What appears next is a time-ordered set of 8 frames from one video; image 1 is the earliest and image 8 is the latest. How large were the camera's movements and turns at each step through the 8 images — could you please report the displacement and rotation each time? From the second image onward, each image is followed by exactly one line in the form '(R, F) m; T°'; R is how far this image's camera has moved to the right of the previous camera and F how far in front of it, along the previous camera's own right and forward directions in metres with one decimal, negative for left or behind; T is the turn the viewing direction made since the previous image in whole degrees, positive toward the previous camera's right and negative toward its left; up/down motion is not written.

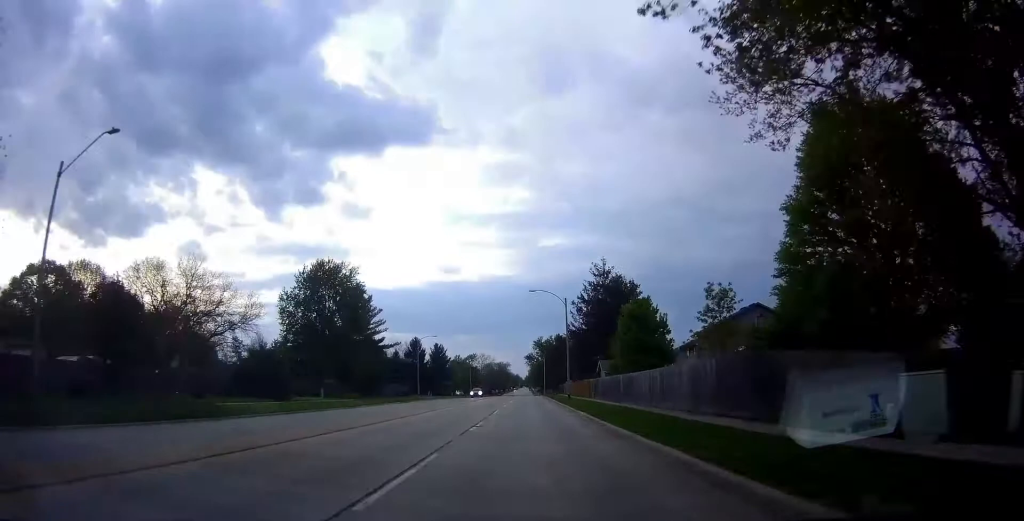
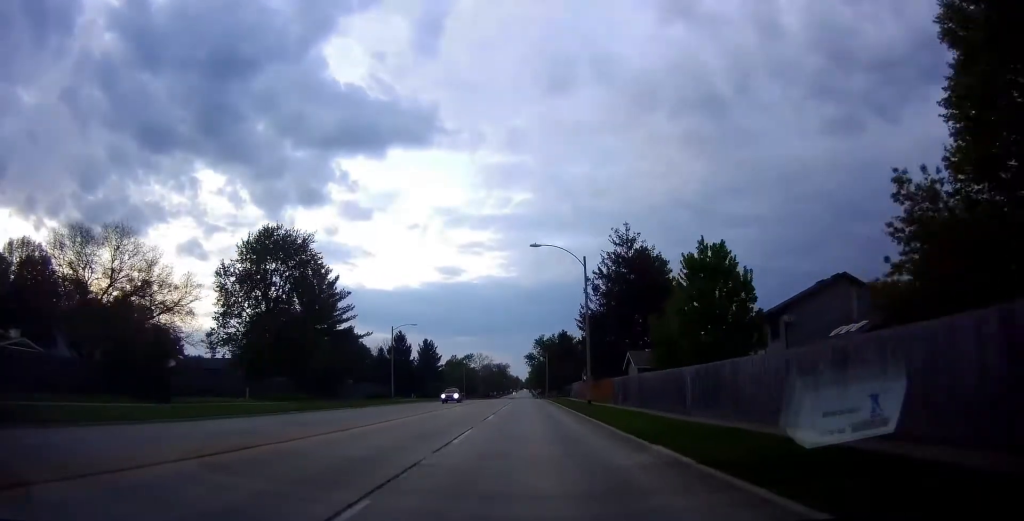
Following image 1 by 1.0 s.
(0.0, +16.6) m; 0°
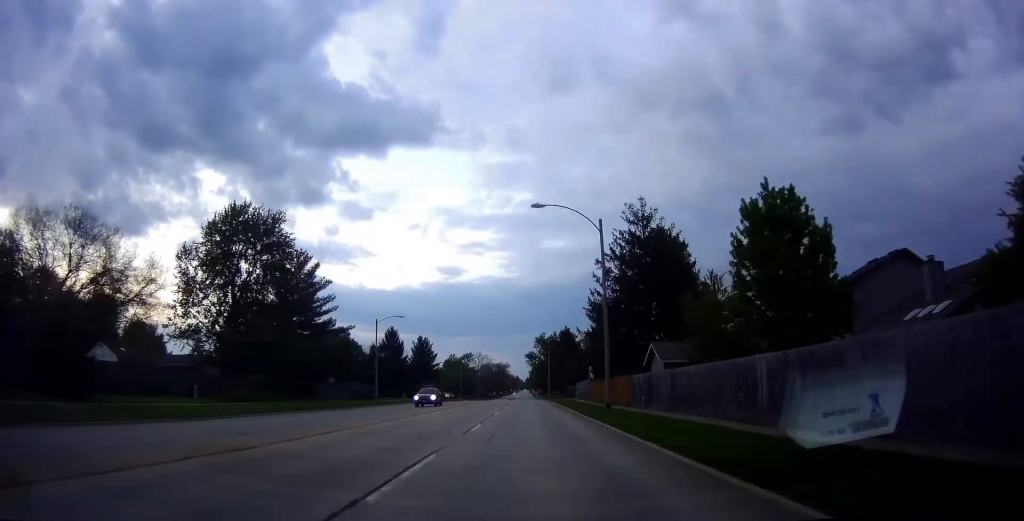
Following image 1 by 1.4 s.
(0.0, +7.2) m; -1°
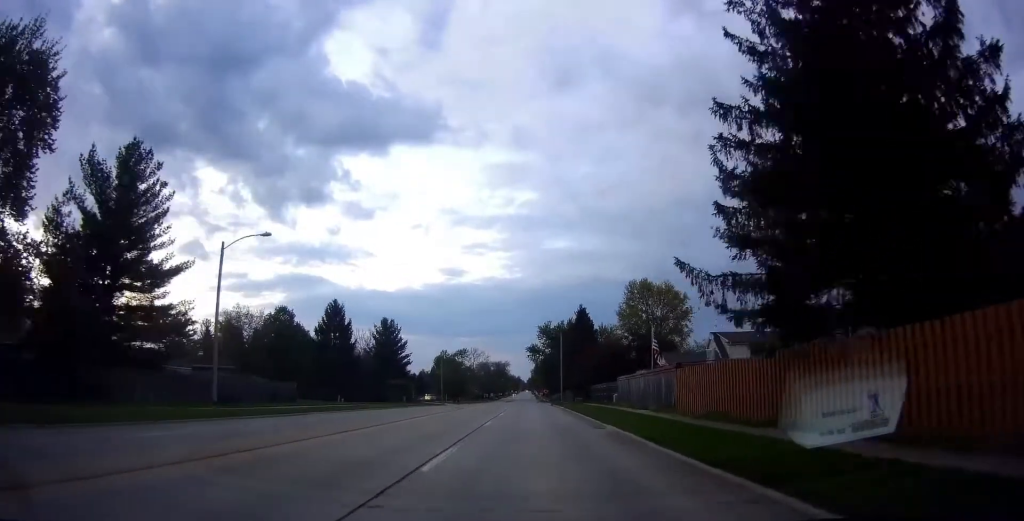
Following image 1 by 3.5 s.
(-1.2, +34.7) m; -1°
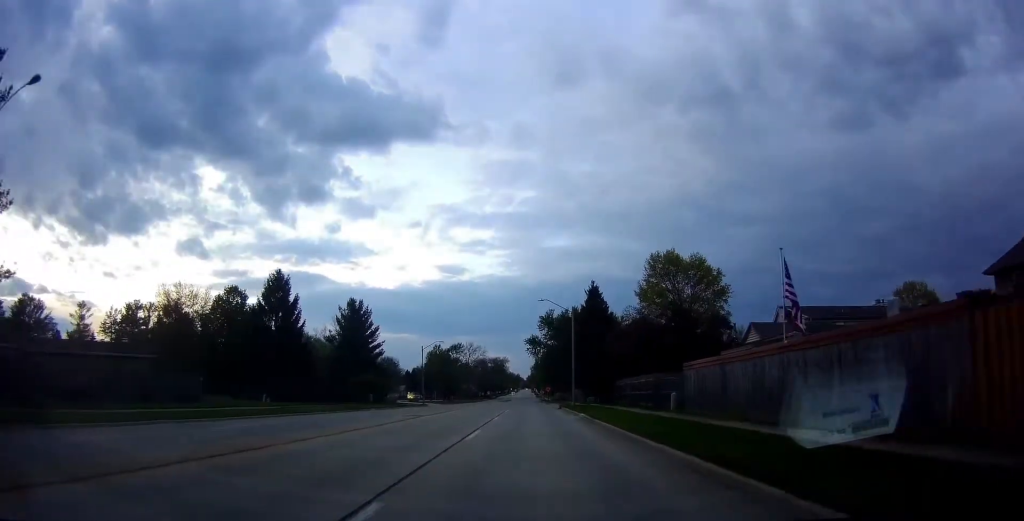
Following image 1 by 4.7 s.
(+0.6, +18.5) m; +2°
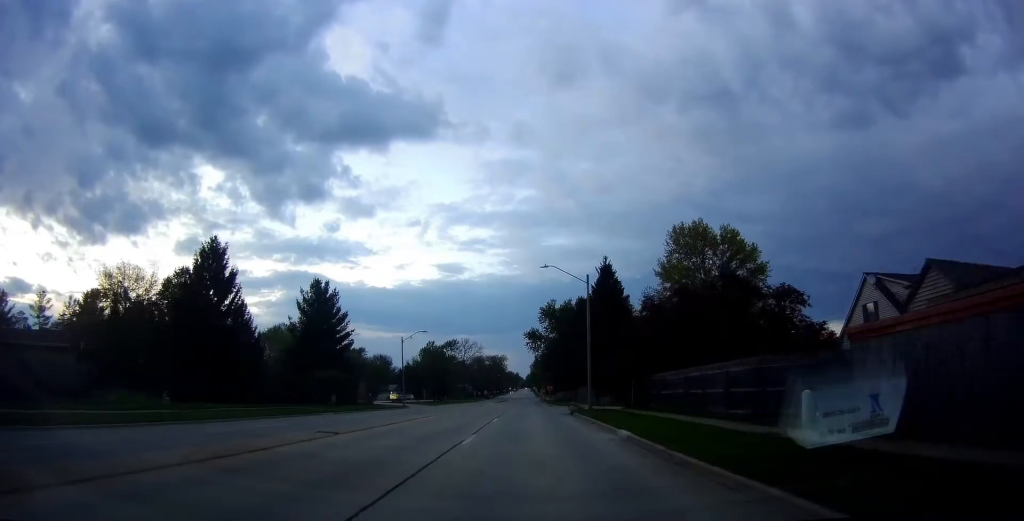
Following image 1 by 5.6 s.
(0.0, +13.3) m; -1°
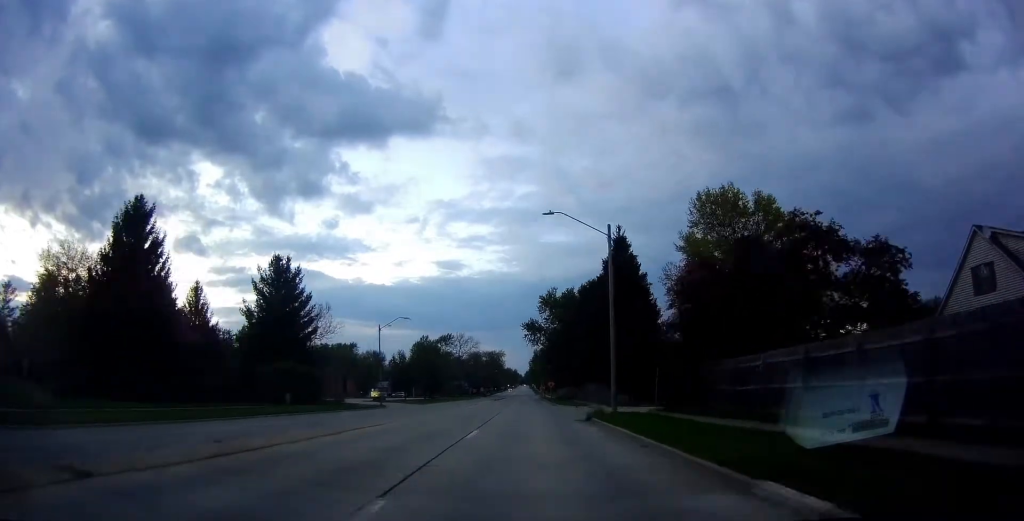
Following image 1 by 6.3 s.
(0.0, +10.7) m; -1°
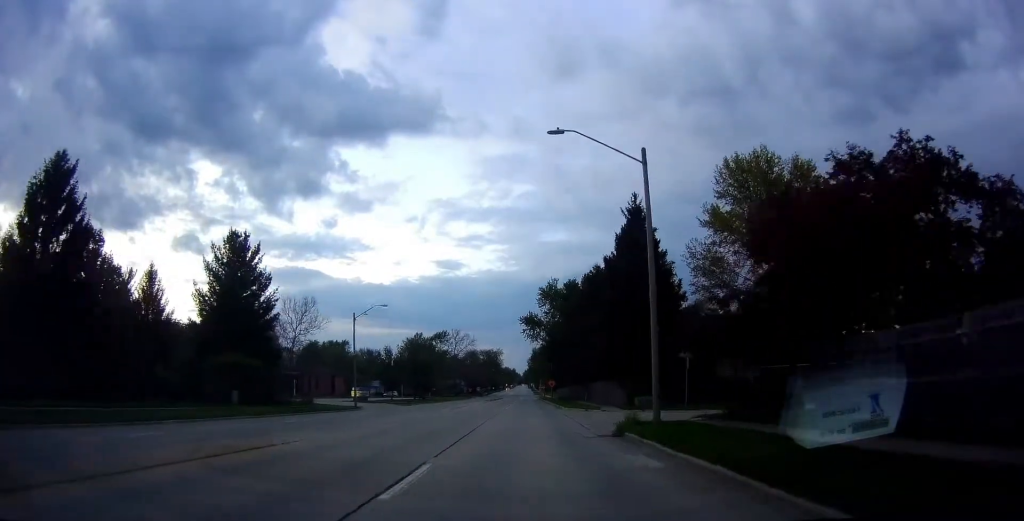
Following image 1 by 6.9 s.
(-0.2, +9.2) m; 0°
